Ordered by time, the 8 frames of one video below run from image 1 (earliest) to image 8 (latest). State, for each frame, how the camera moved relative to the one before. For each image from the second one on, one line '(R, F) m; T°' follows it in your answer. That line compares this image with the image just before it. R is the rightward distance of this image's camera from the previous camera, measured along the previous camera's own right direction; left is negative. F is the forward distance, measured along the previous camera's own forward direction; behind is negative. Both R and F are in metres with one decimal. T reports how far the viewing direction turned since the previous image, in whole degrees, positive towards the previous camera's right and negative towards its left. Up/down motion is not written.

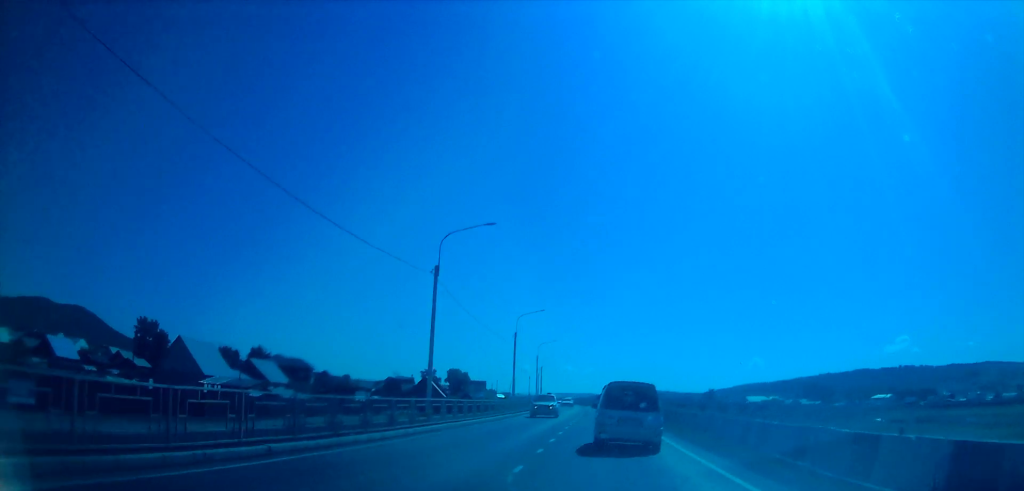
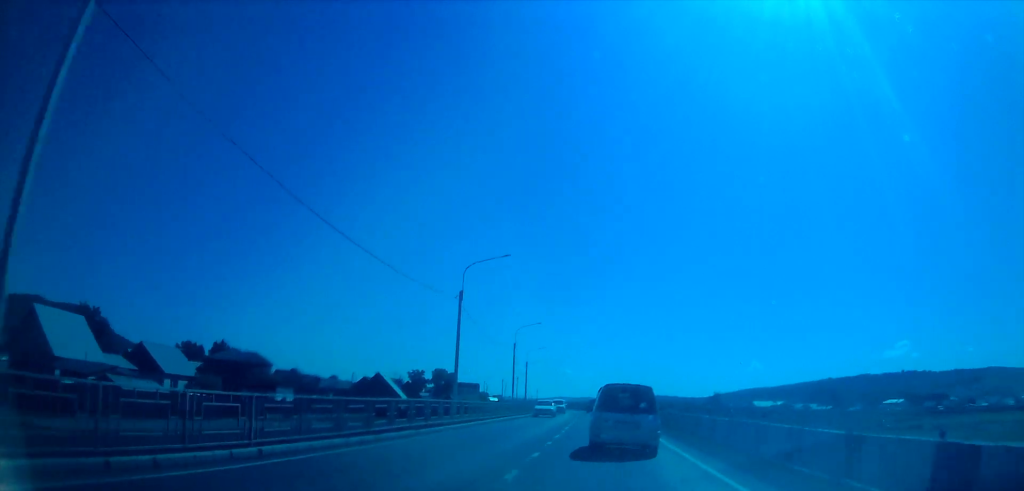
(0.0, +28.4) m; 0°
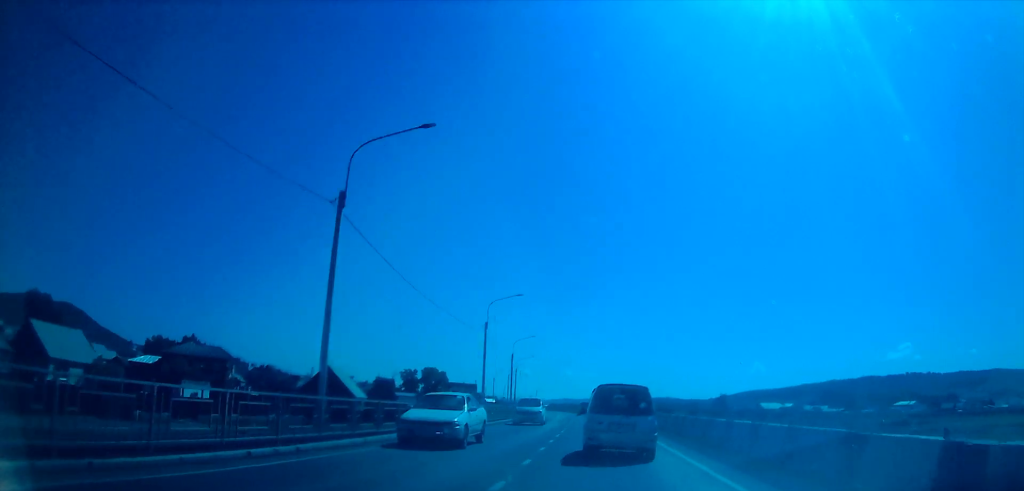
(-0.1, +21.0) m; -1°
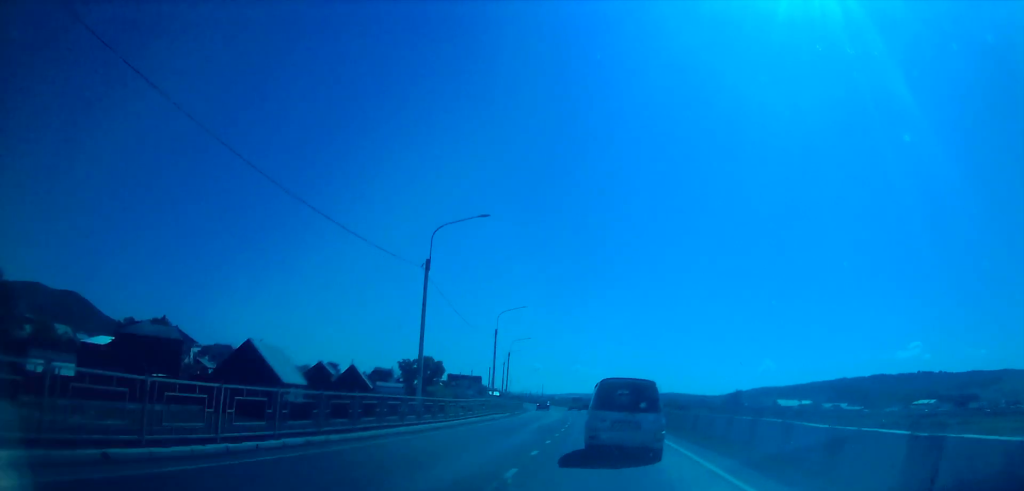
(0.0, +22.6) m; 0°
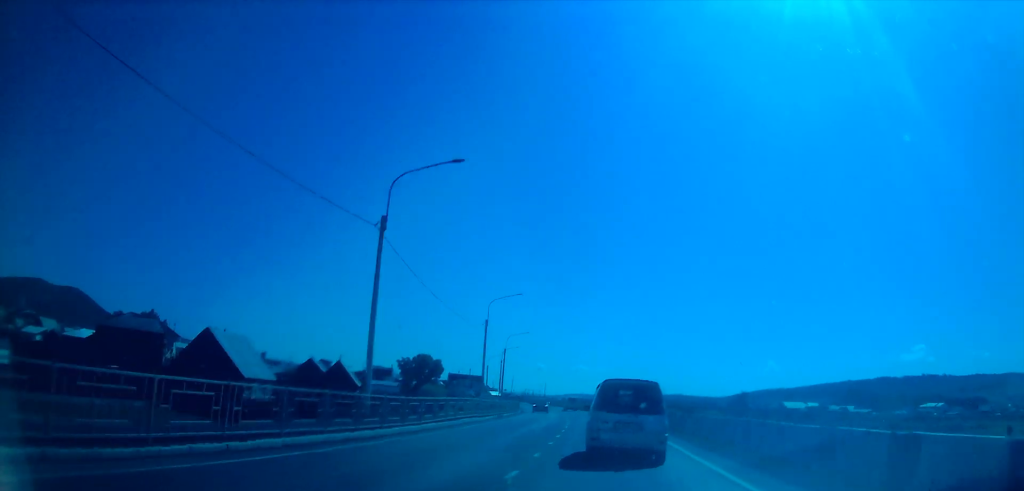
(0.0, +8.2) m; 0°
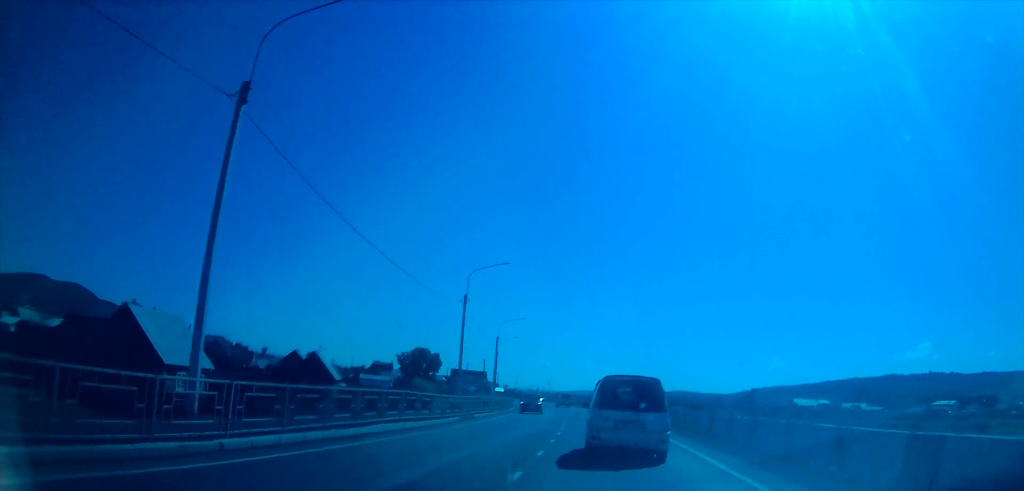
(0.0, +12.6) m; 0°
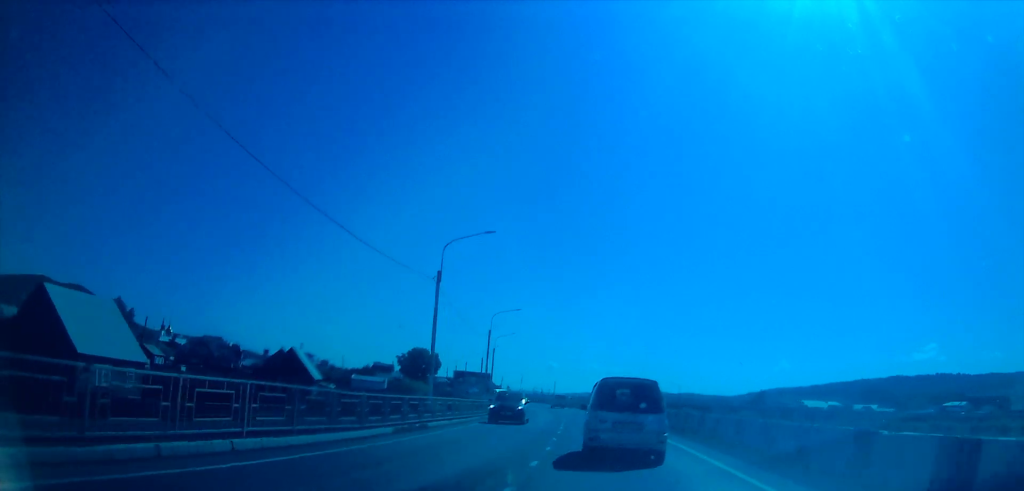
(0.0, +9.8) m; 0°
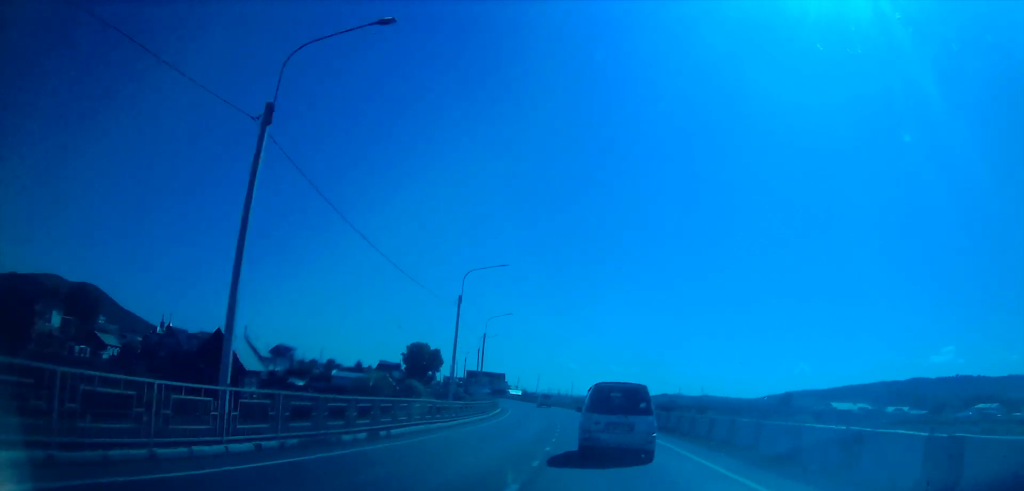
(-0.2, +23.8) m; -2°
